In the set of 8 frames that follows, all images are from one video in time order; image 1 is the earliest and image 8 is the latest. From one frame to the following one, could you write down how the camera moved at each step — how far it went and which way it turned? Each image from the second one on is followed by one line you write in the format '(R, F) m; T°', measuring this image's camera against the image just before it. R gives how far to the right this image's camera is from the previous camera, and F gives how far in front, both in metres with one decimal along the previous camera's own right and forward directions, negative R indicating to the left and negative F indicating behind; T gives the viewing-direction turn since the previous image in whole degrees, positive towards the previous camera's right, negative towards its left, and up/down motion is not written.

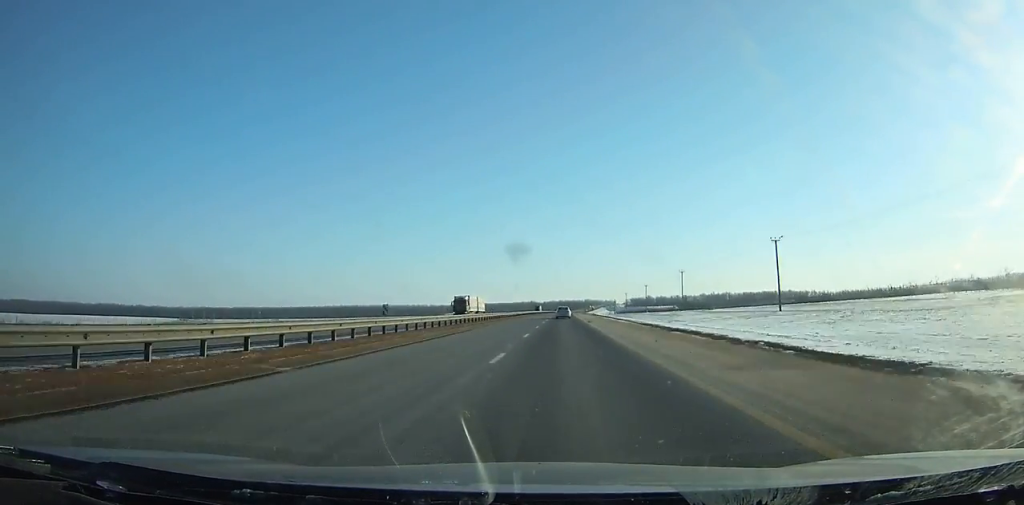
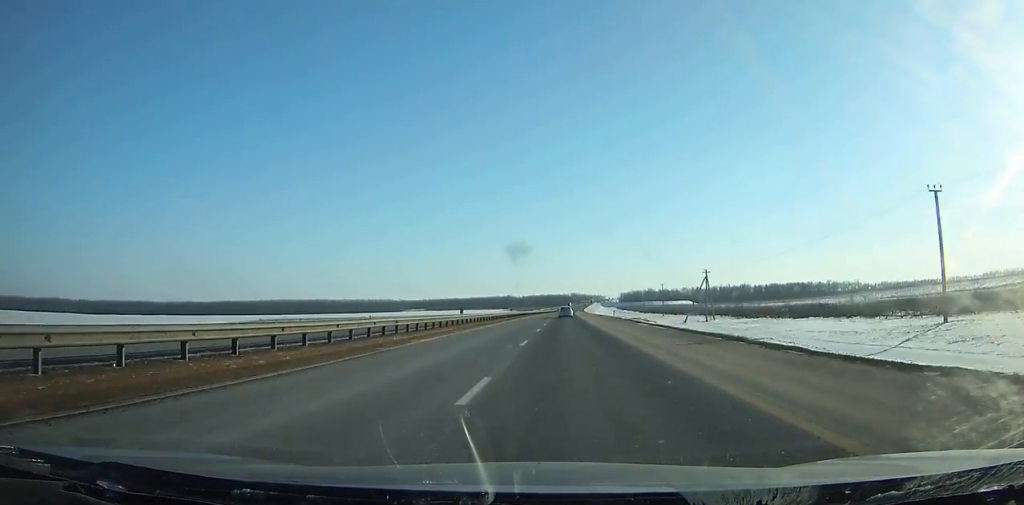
(+3.0, +222.0) m; +2°
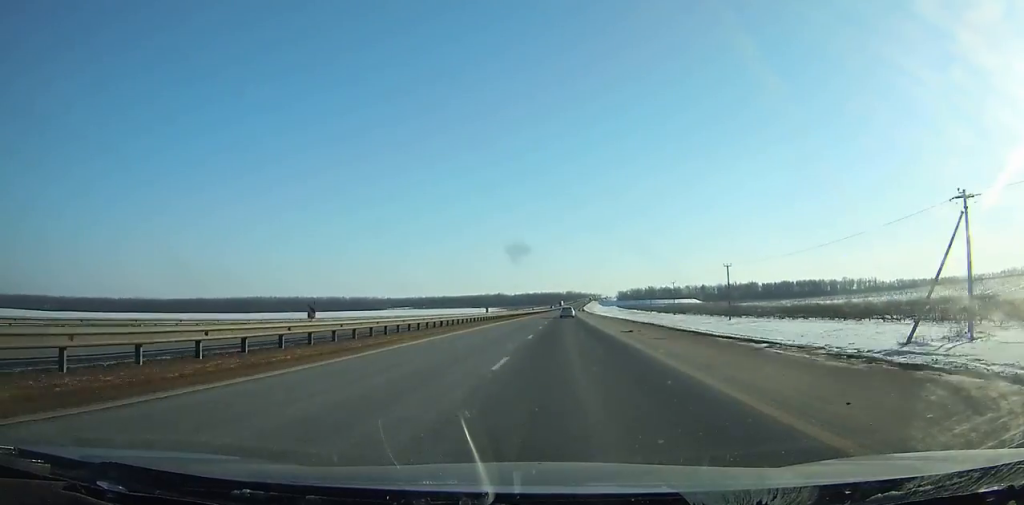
(+0.3, +66.4) m; +1°
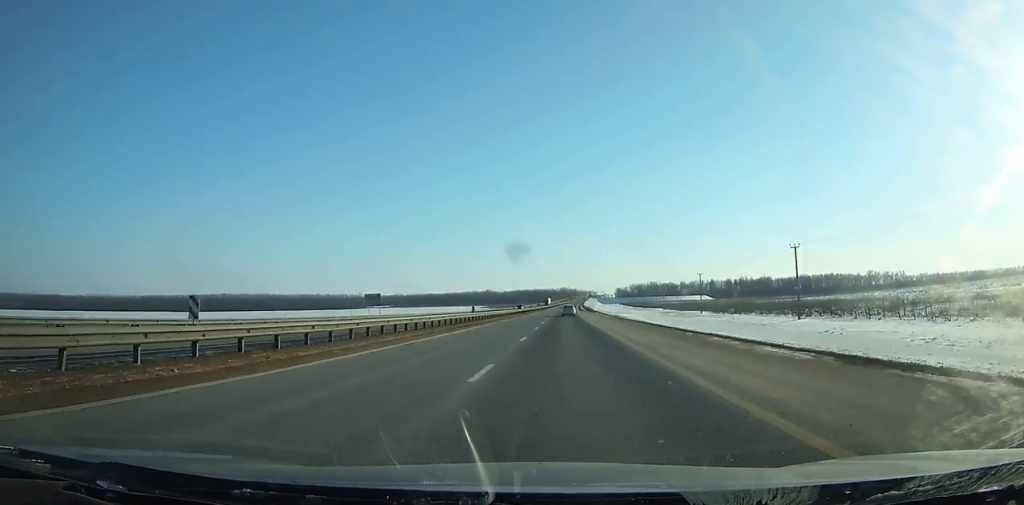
(+0.5, +87.1) m; +1°
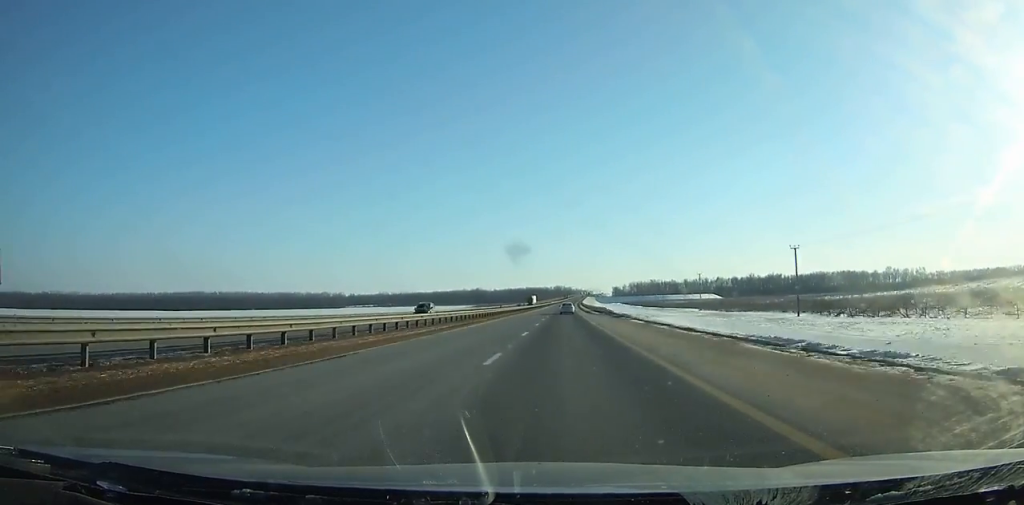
(+0.2, +57.2) m; 0°
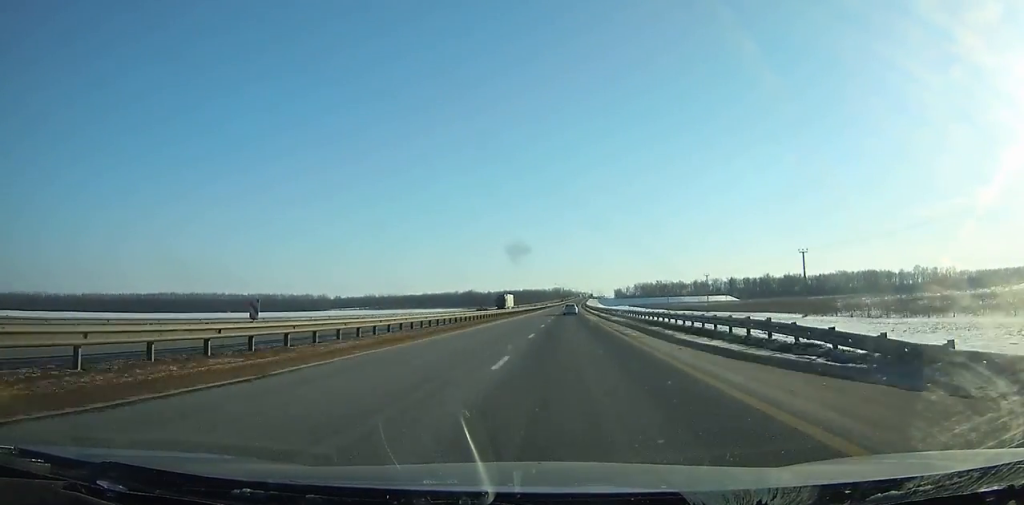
(+0.1, +60.6) m; 0°
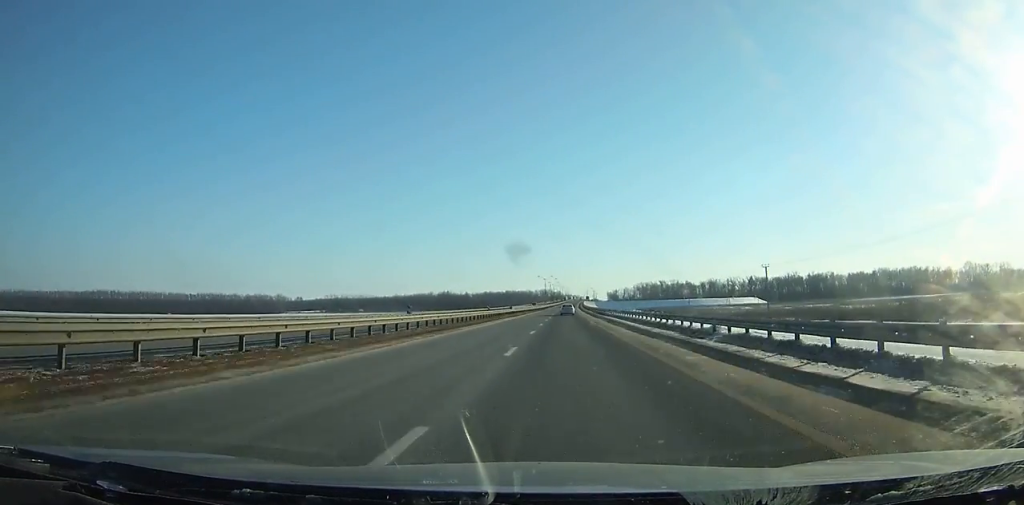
(+0.9, +104.7) m; +1°
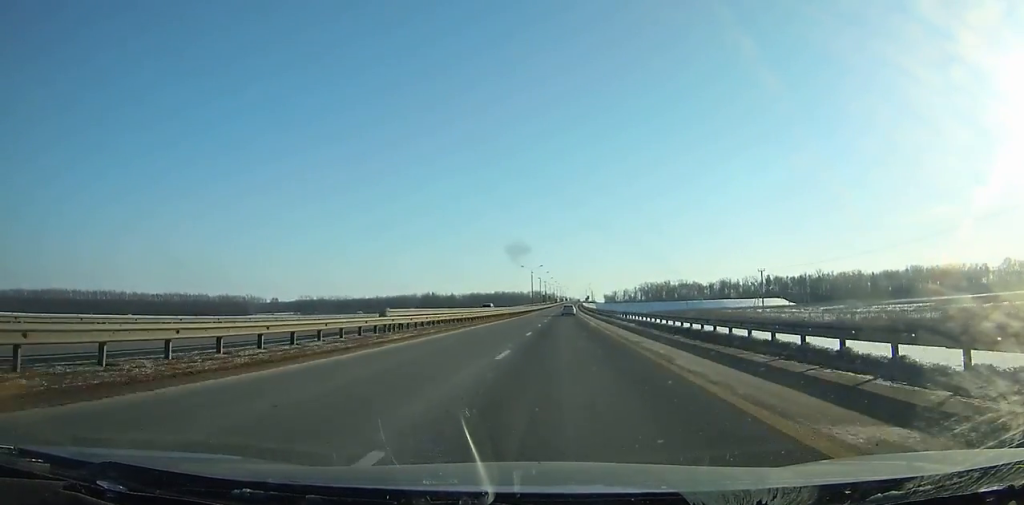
(+0.1, +60.8) m; 0°
